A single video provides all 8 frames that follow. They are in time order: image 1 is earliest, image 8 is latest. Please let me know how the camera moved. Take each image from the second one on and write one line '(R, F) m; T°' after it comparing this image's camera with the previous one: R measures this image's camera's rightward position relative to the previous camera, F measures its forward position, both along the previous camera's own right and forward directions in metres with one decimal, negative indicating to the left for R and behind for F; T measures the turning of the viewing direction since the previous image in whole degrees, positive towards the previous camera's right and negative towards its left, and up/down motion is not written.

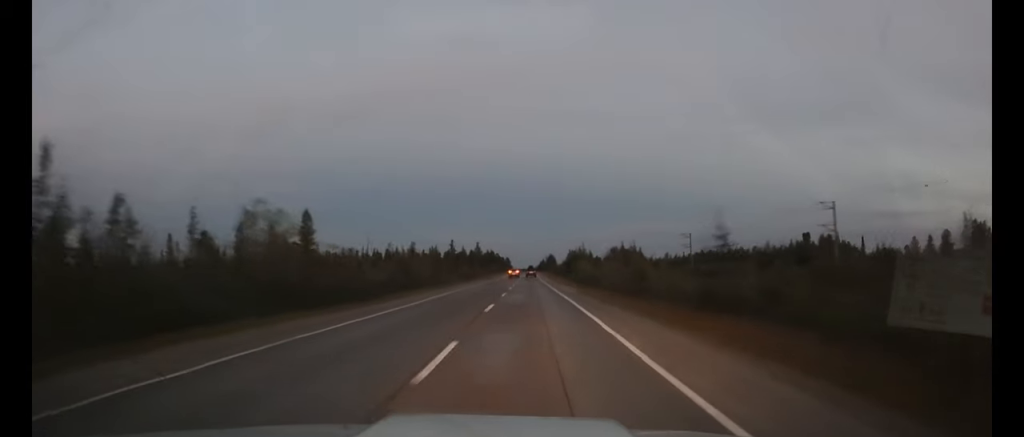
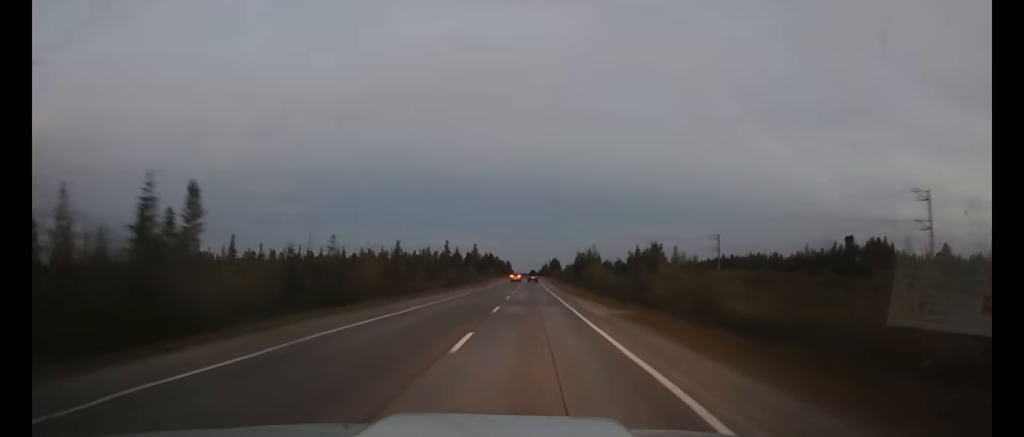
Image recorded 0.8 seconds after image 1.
(0.0, +20.7) m; 0°
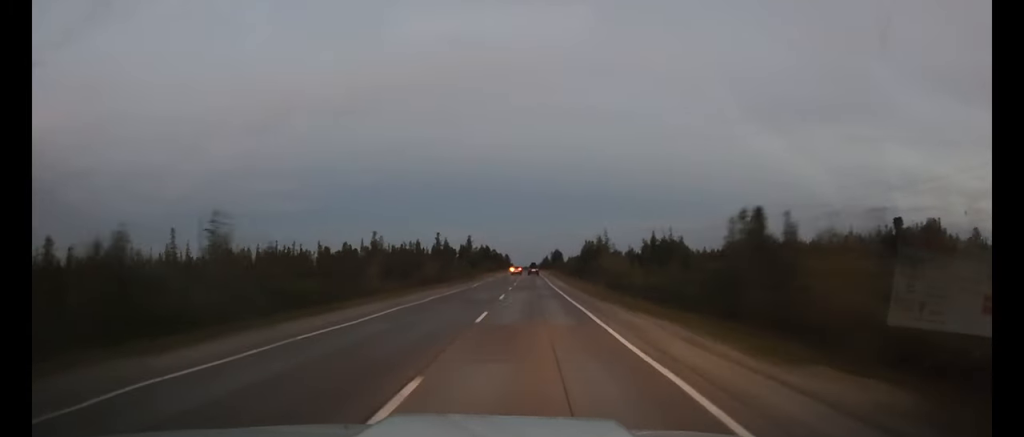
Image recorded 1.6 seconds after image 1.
(0.0, +19.8) m; 0°
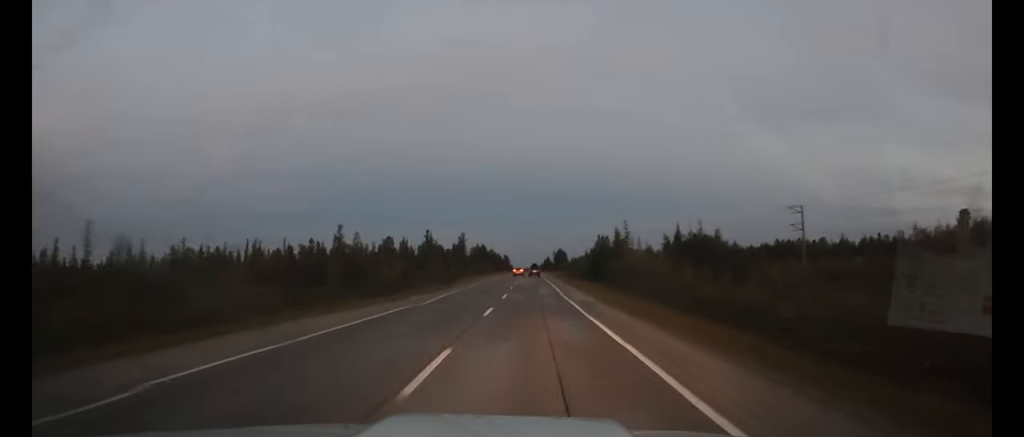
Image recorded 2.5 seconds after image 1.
(0.0, +21.3) m; 0°
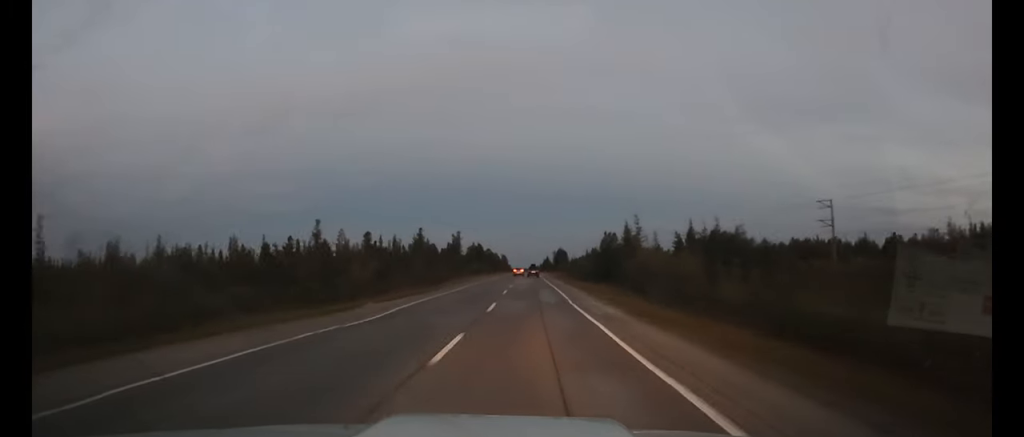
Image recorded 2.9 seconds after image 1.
(0.0, +9.8) m; 0°
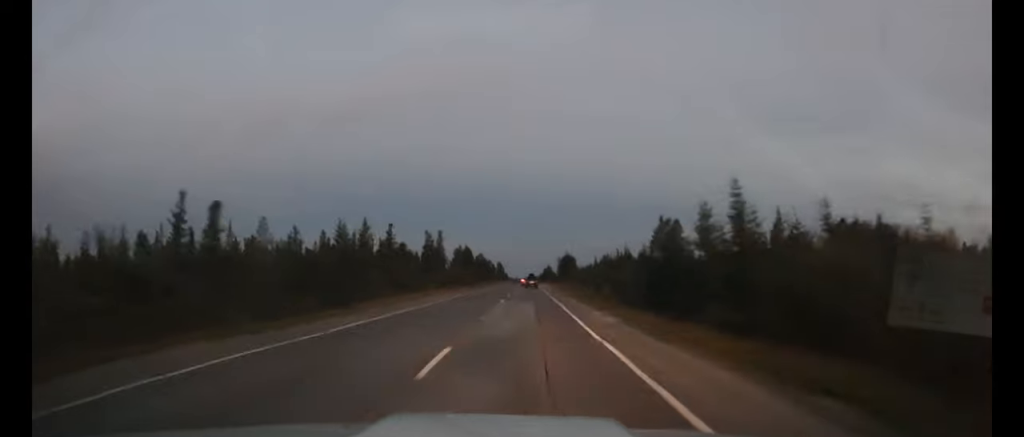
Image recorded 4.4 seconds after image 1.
(0.0, +36.4) m; 0°
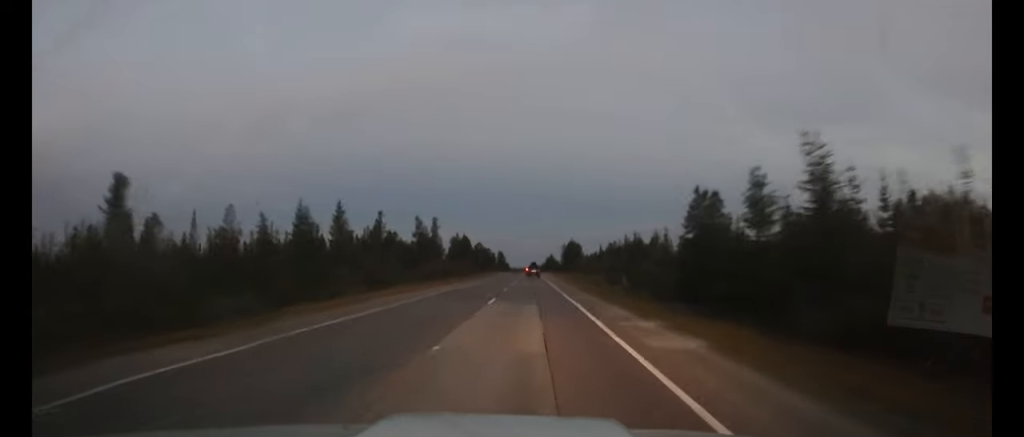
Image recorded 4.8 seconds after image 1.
(0.0, +10.4) m; 0°
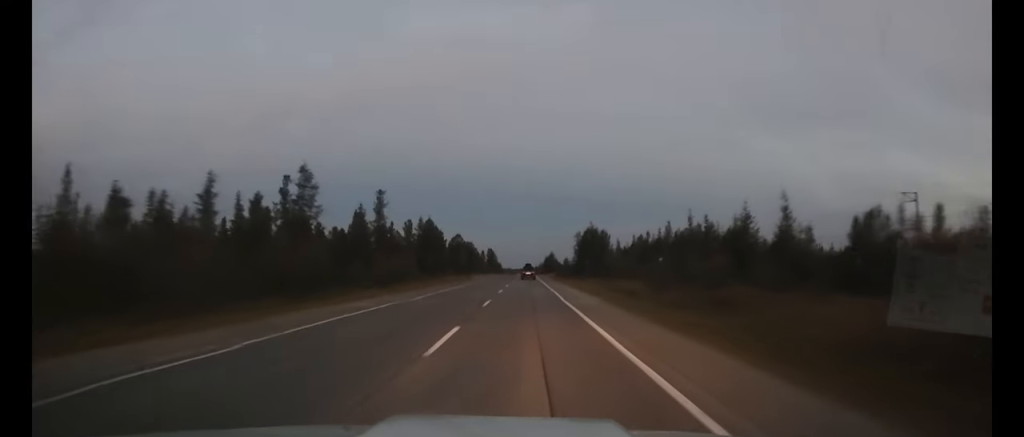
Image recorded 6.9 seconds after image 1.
(-0.1, +48.9) m; 0°
